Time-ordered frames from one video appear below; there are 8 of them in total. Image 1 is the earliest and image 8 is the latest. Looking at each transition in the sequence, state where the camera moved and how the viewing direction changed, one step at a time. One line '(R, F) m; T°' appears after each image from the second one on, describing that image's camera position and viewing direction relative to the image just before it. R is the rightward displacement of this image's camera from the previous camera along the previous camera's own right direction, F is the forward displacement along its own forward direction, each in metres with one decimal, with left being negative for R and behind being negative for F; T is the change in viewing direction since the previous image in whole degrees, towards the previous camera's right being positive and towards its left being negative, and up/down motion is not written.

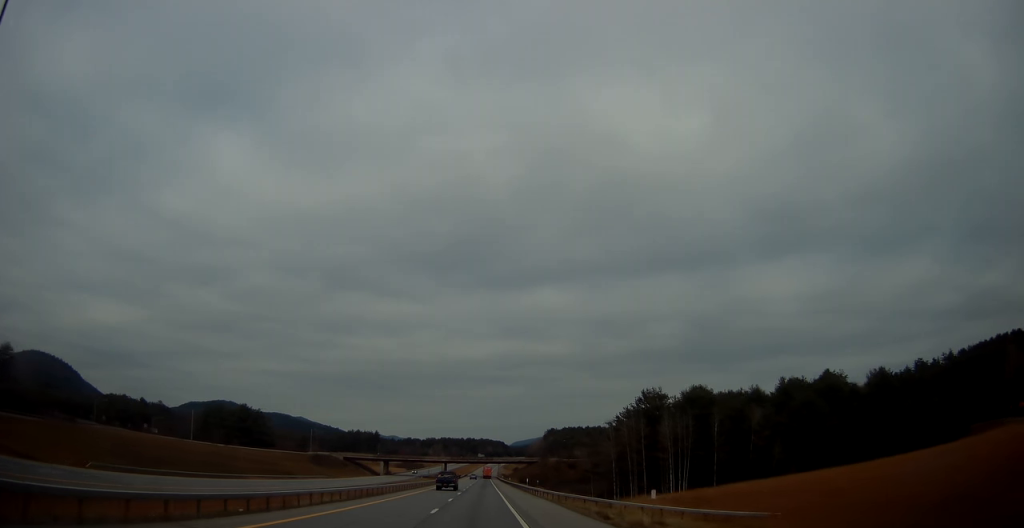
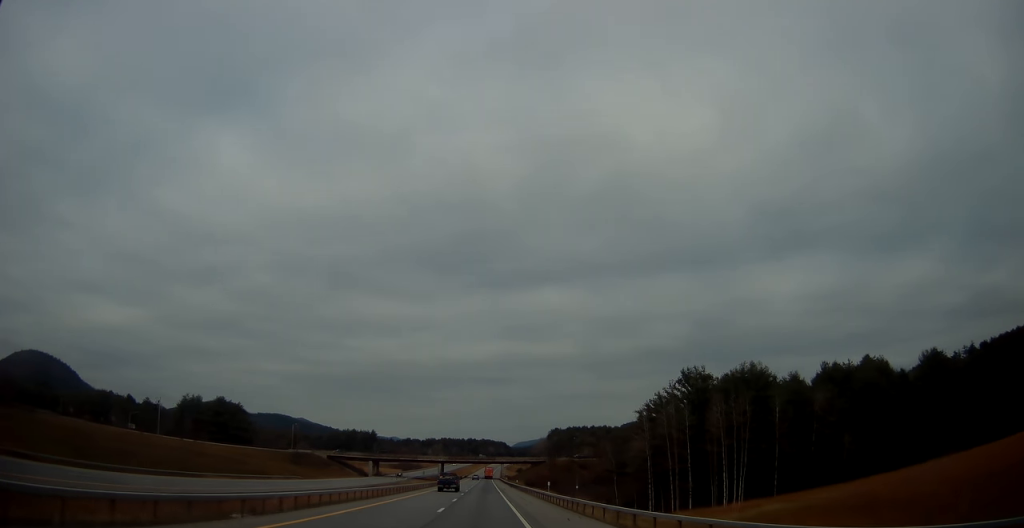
(0.0, +22.8) m; 0°
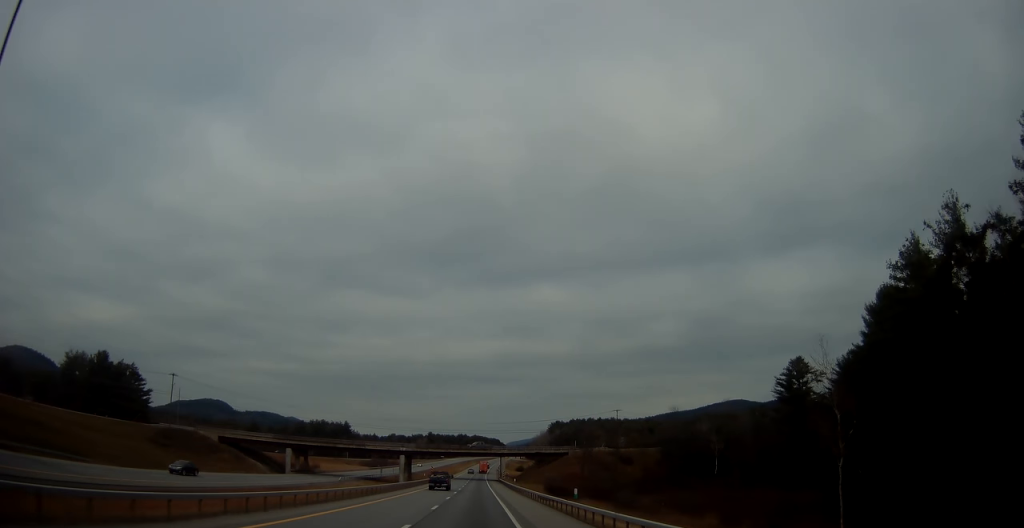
(0.0, +72.5) m; 0°
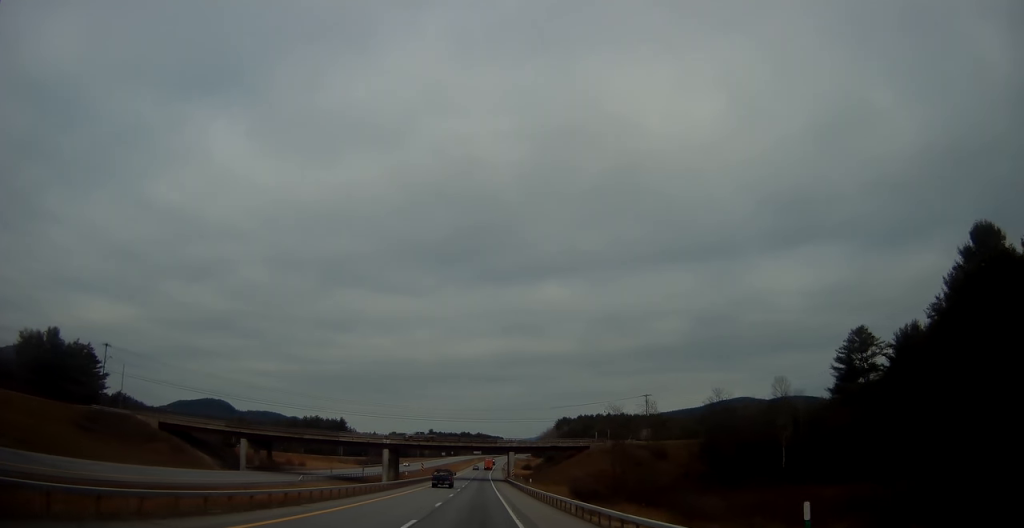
(0.0, +23.6) m; 0°
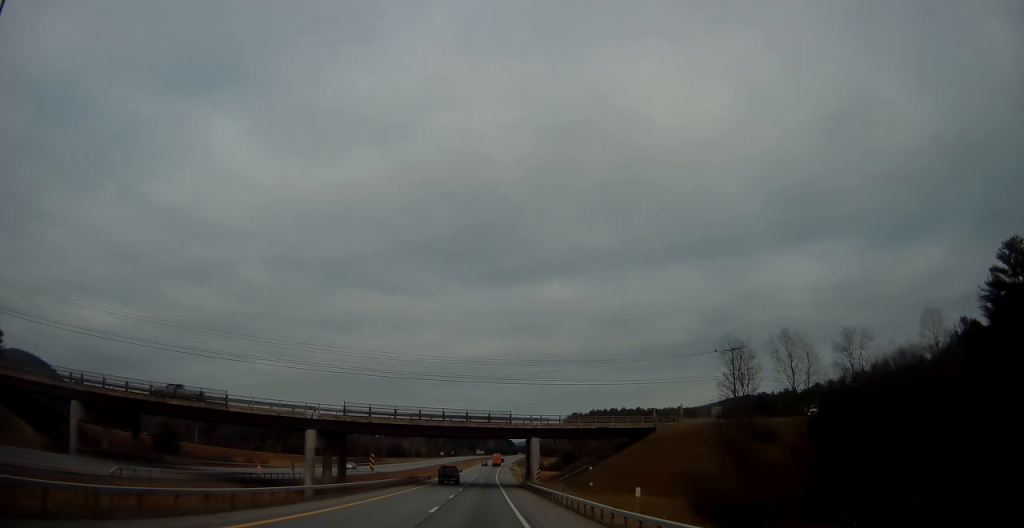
(+0.1, +42.7) m; 0°
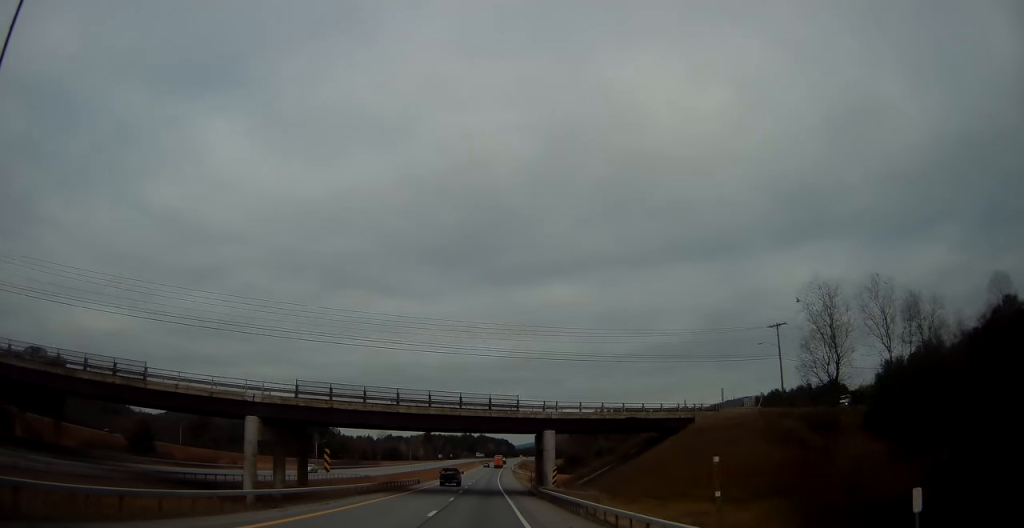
(+0.1, +13.8) m; 0°
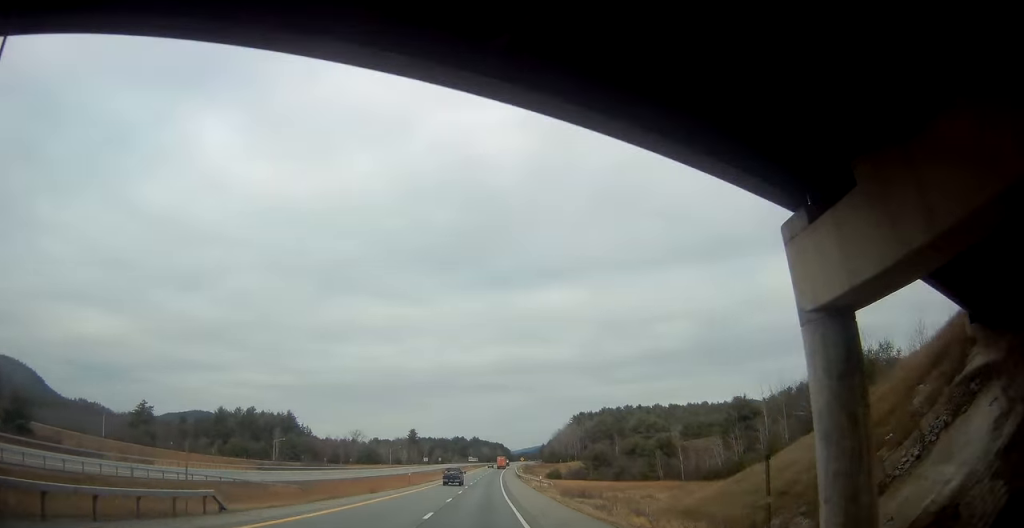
(-0.3, +50.6) m; 0°
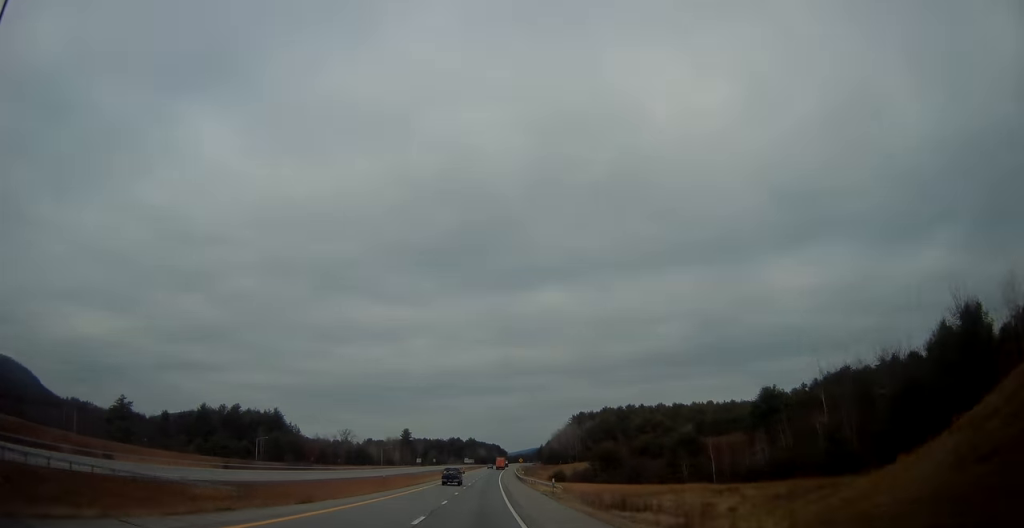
(+0.1, +14.6) m; +1°
